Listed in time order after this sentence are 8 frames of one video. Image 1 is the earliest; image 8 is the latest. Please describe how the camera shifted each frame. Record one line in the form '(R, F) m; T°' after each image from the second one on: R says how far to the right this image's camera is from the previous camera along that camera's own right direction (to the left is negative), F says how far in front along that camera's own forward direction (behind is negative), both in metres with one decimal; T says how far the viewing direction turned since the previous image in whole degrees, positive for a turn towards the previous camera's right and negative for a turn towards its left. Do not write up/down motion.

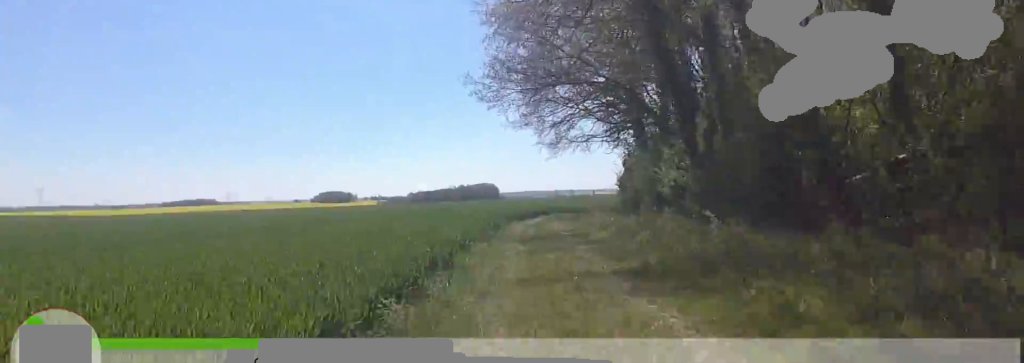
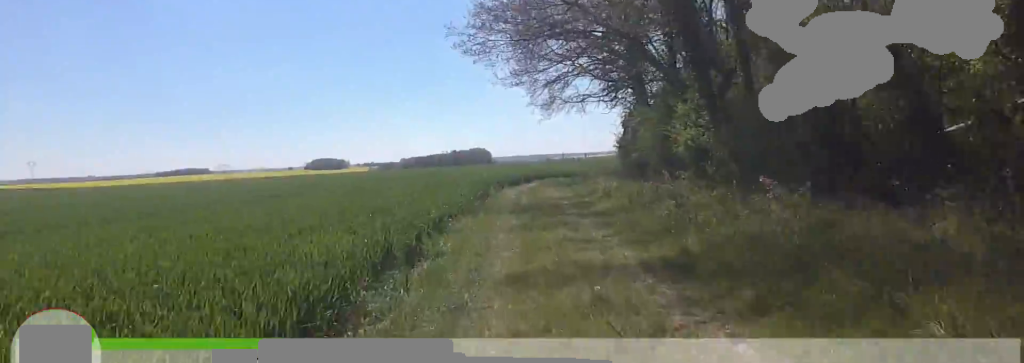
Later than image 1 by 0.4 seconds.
(+0.4, +2.5) m; -1°
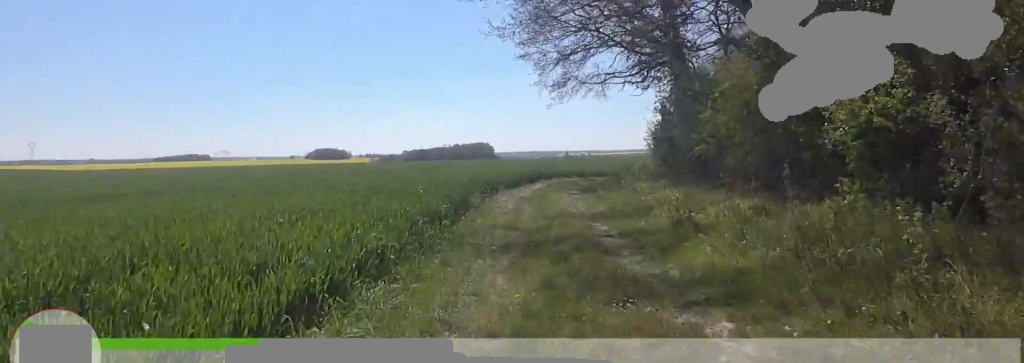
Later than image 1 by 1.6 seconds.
(-1.1, +7.5) m; -11°
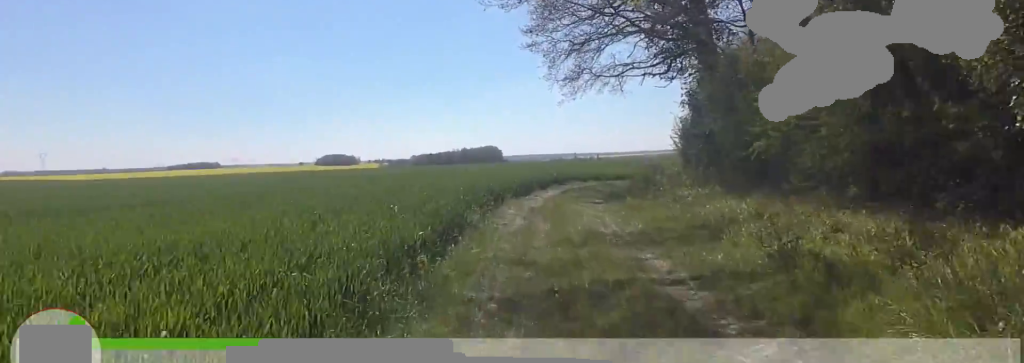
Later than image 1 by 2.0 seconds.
(0.0, +3.1) m; +5°
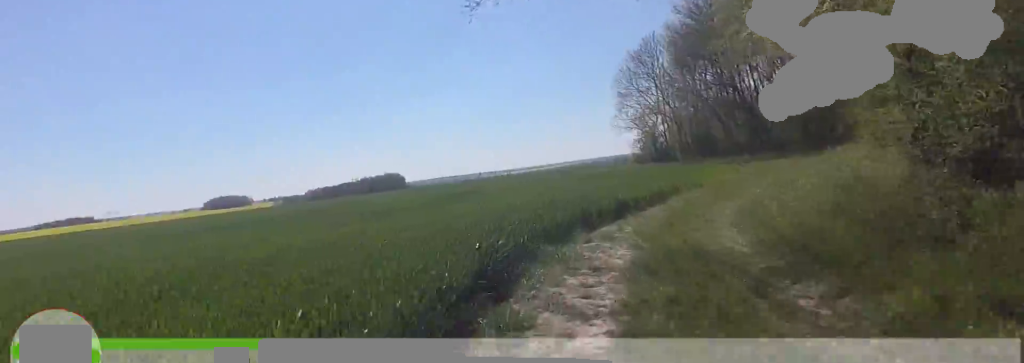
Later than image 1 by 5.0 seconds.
(+4.0, +18.3) m; +20°
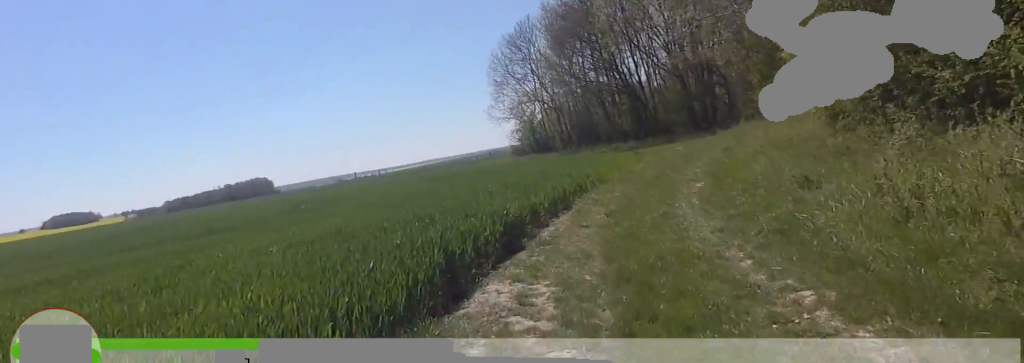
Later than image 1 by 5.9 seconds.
(+0.4, +5.7) m; +12°
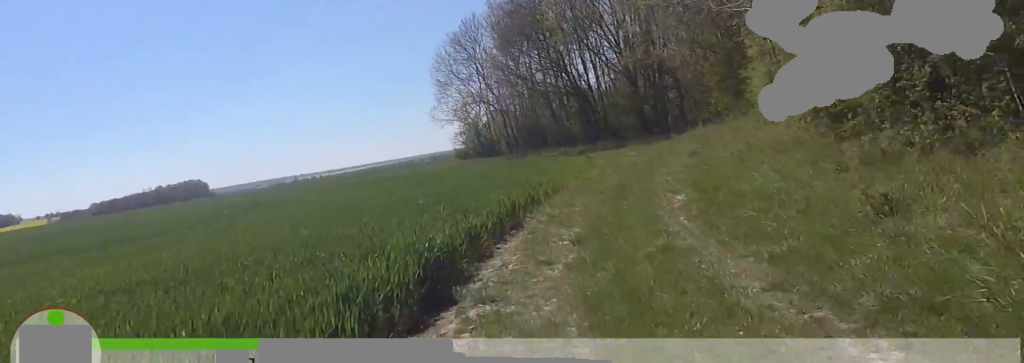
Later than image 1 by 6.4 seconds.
(0.0, +2.7) m; +8°
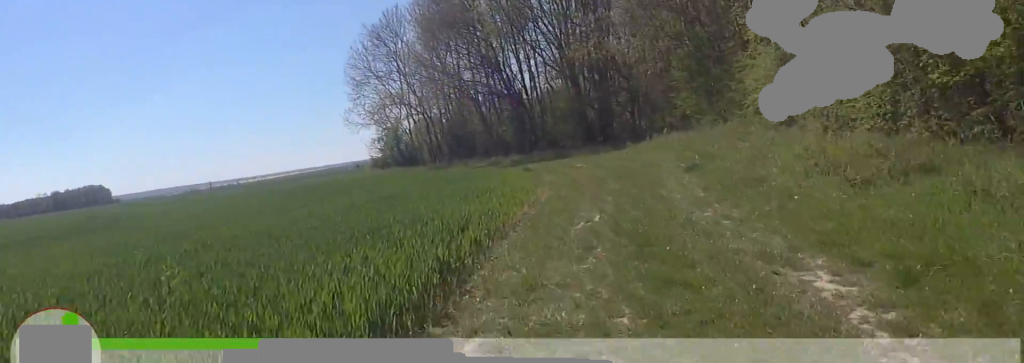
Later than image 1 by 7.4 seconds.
(+1.2, +6.1) m; +14°
